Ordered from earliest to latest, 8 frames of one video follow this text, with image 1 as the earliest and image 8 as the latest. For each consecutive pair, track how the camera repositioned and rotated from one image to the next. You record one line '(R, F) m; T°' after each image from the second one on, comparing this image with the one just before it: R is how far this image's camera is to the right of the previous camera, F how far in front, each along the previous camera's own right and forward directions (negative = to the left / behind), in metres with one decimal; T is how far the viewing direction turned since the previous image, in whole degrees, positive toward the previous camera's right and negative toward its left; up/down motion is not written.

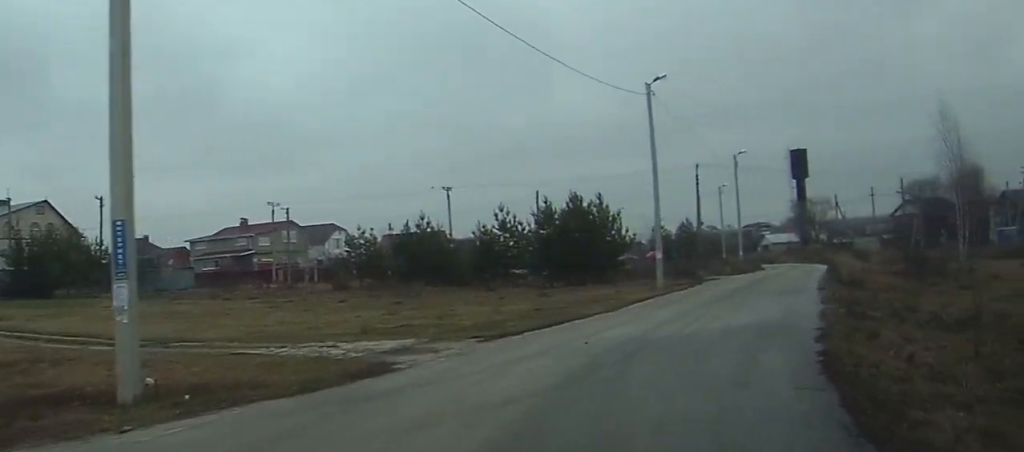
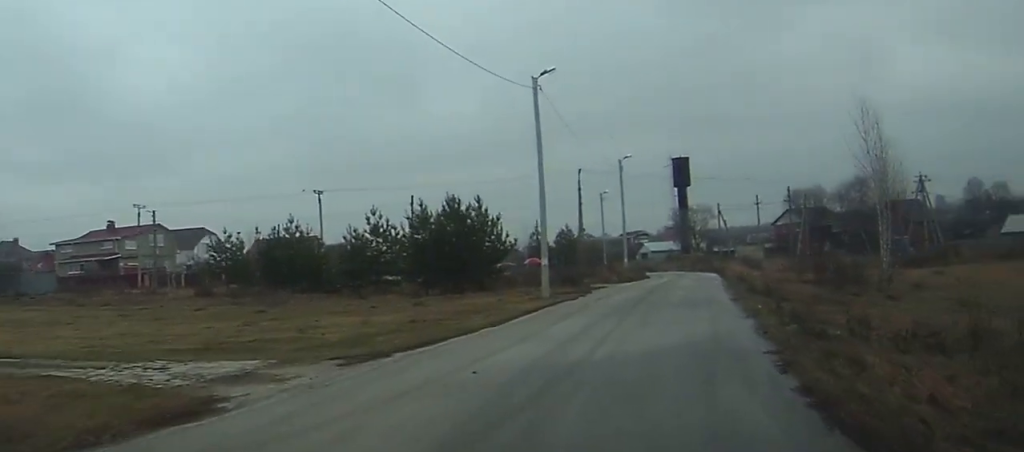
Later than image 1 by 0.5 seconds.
(+0.1, +3.1) m; +9°
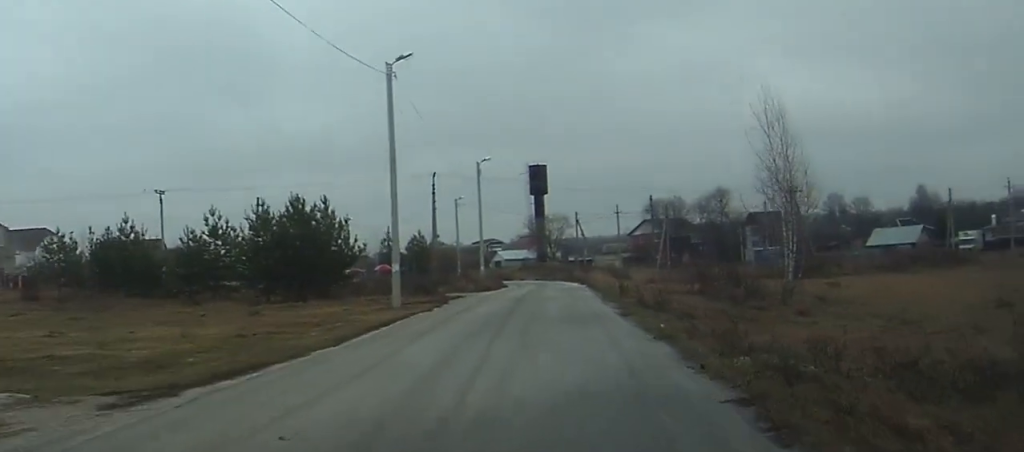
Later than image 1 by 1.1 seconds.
(+0.5, +3.7) m; +9°
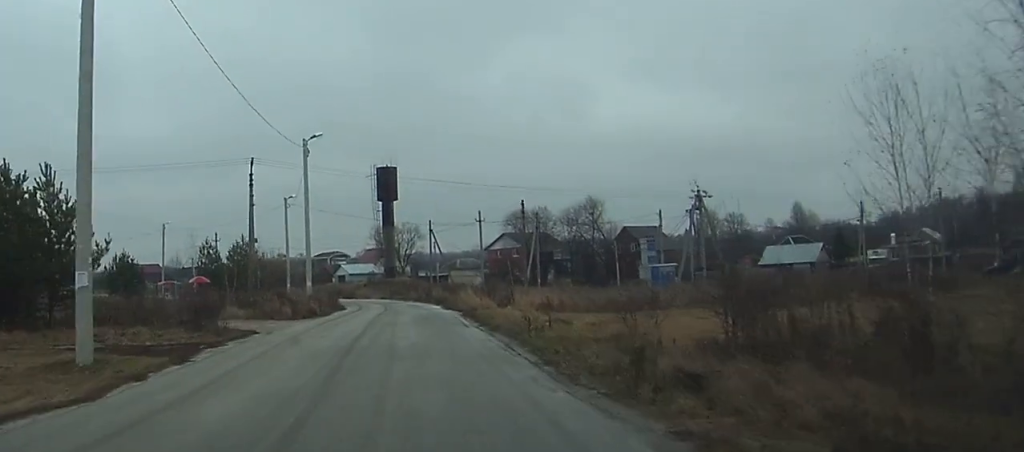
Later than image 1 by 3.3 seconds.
(+3.4, +15.2) m; +17°
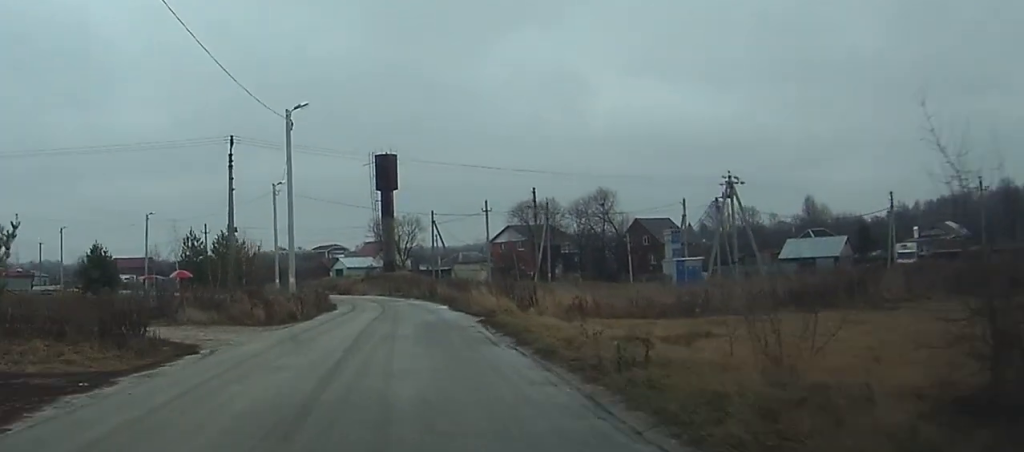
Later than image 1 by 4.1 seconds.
(+0.1, +6.7) m; +1°
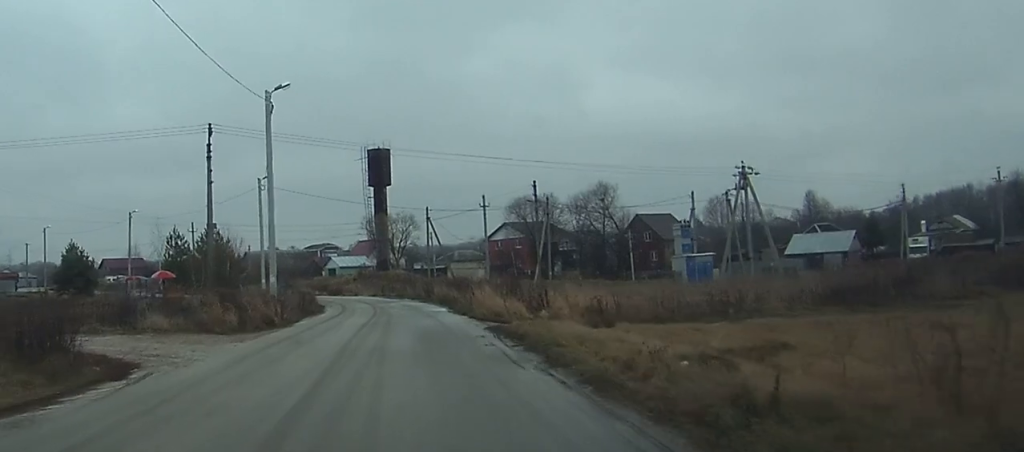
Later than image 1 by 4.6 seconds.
(0.0, +3.7) m; 0°
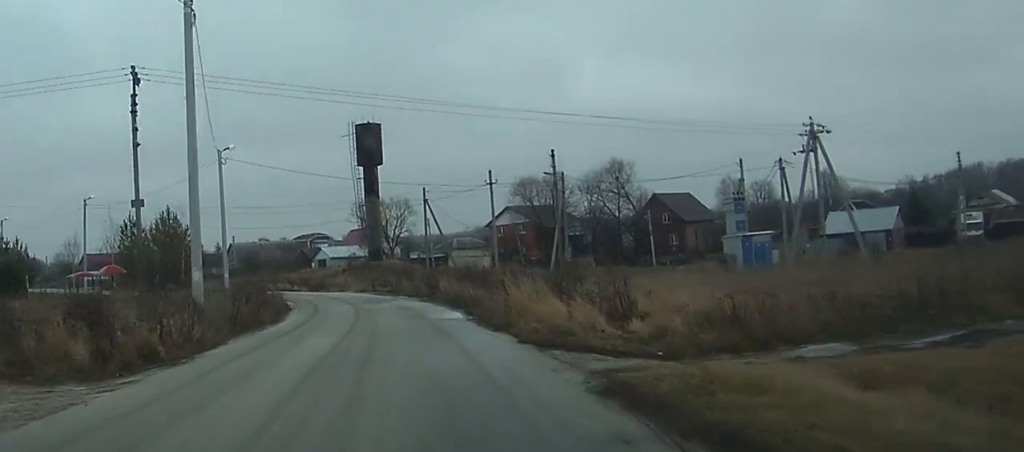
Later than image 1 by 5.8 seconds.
(+0.2, +11.5) m; +2°
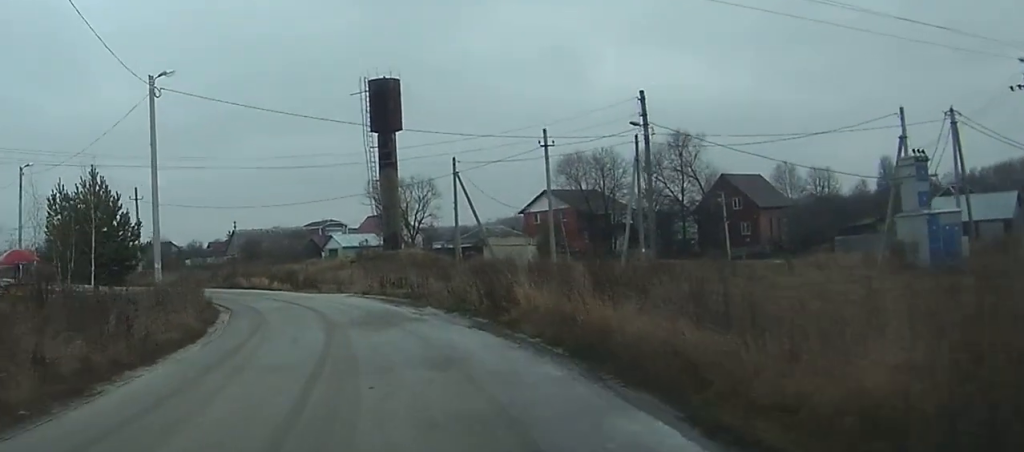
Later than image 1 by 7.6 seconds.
(+0.2, +17.7) m; -1°
